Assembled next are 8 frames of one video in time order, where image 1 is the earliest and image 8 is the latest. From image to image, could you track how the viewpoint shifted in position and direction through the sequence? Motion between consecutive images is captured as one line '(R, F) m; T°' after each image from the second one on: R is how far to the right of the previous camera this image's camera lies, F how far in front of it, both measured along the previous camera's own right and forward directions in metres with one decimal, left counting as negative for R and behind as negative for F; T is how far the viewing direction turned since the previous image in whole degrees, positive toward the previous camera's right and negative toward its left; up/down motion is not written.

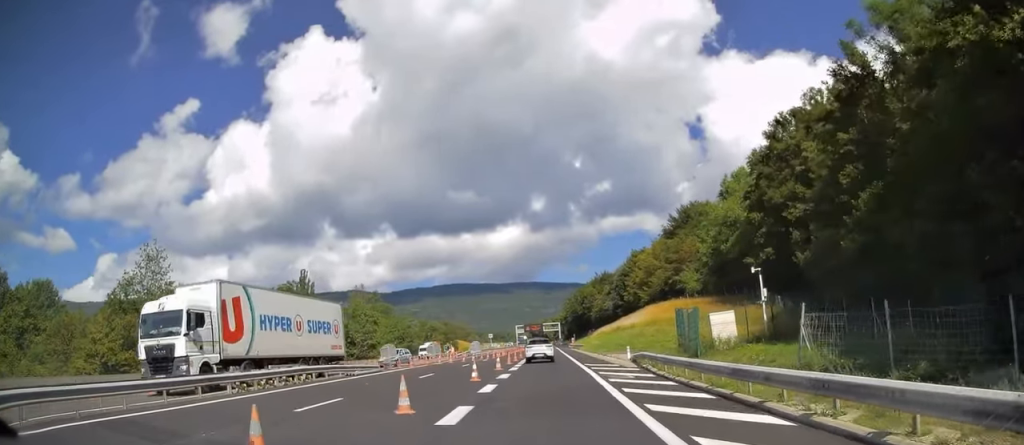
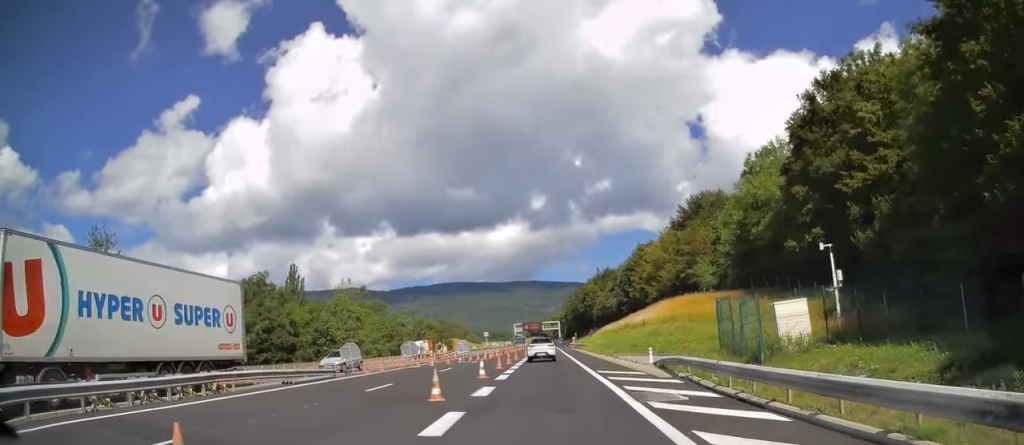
(0.0, +7.7) m; 0°
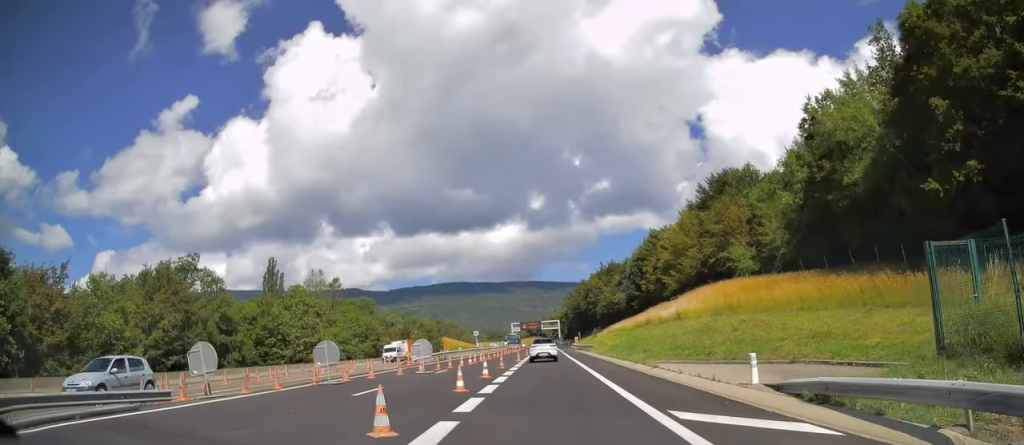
(0.0, +14.2) m; 0°
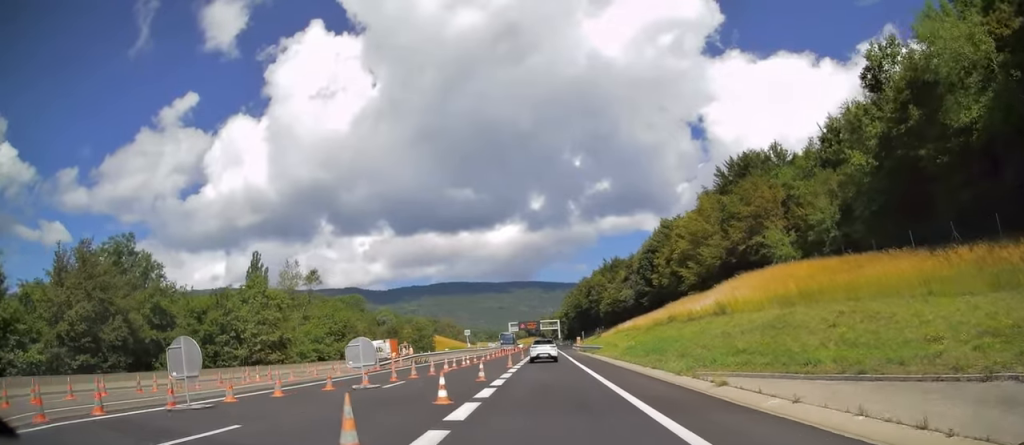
(0.0, +9.7) m; 0°
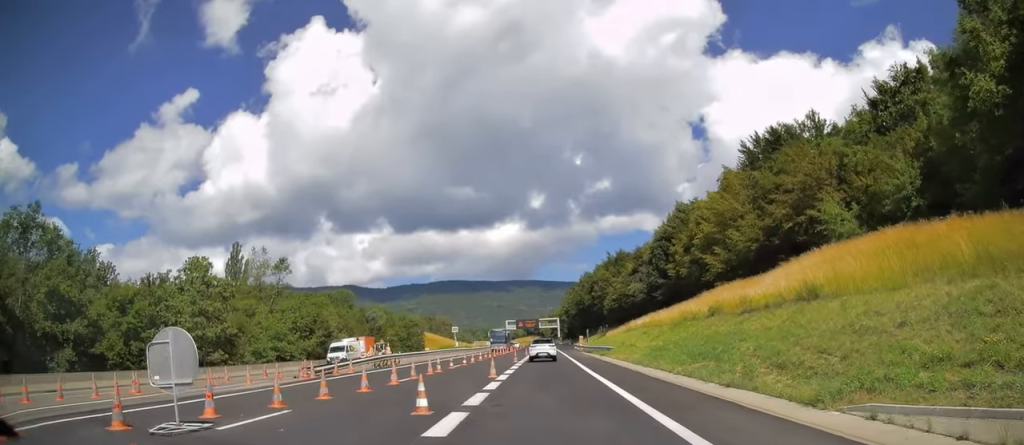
(0.0, +10.5) m; 0°
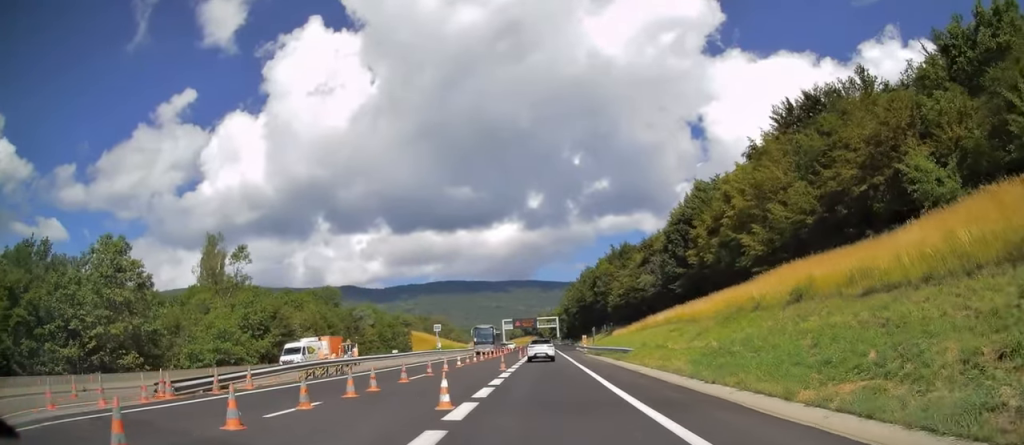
(0.0, +10.7) m; 0°
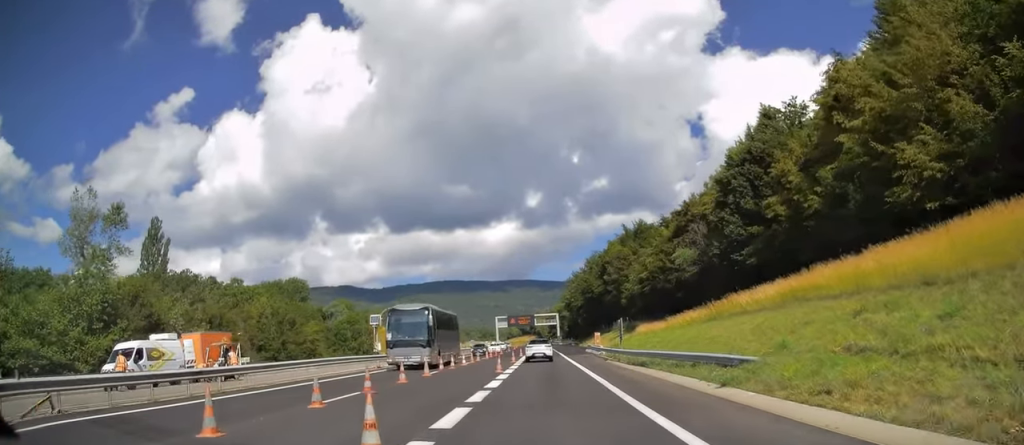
(+0.2, +22.0) m; +1°
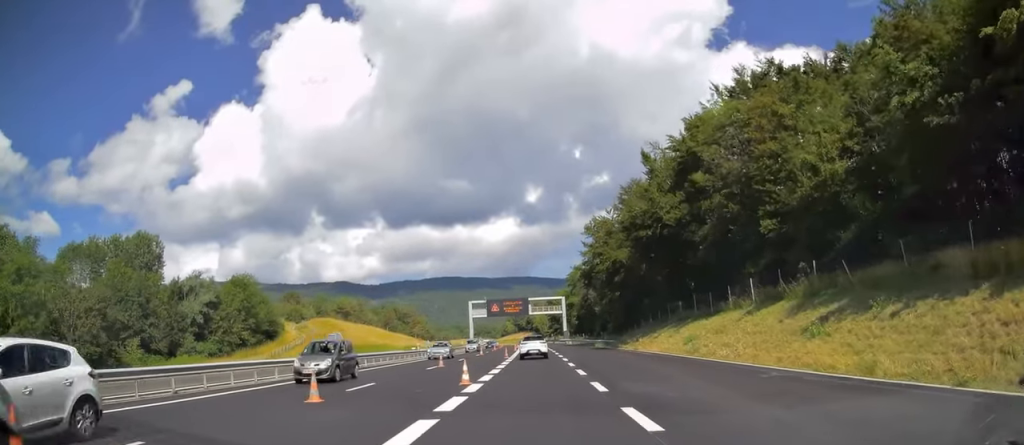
(+0.3, +61.8) m; 0°
